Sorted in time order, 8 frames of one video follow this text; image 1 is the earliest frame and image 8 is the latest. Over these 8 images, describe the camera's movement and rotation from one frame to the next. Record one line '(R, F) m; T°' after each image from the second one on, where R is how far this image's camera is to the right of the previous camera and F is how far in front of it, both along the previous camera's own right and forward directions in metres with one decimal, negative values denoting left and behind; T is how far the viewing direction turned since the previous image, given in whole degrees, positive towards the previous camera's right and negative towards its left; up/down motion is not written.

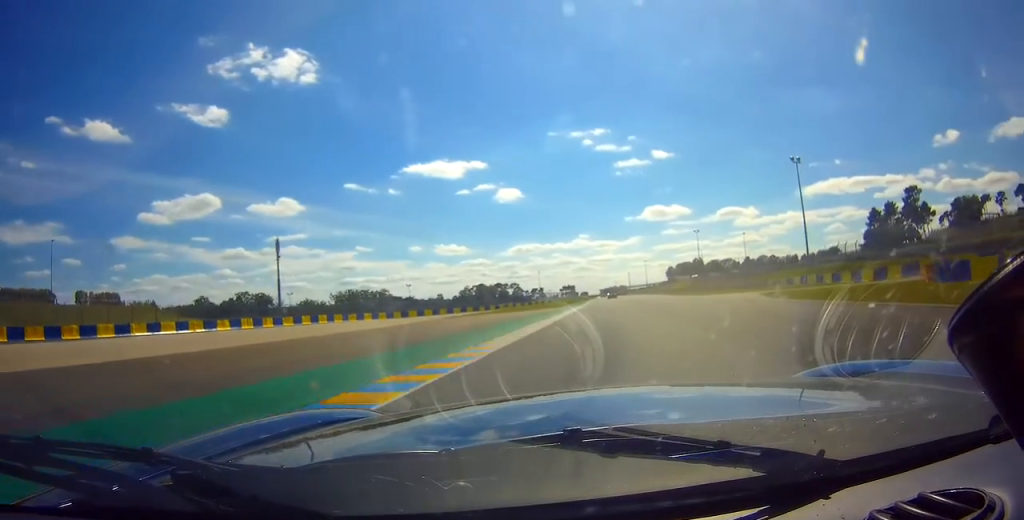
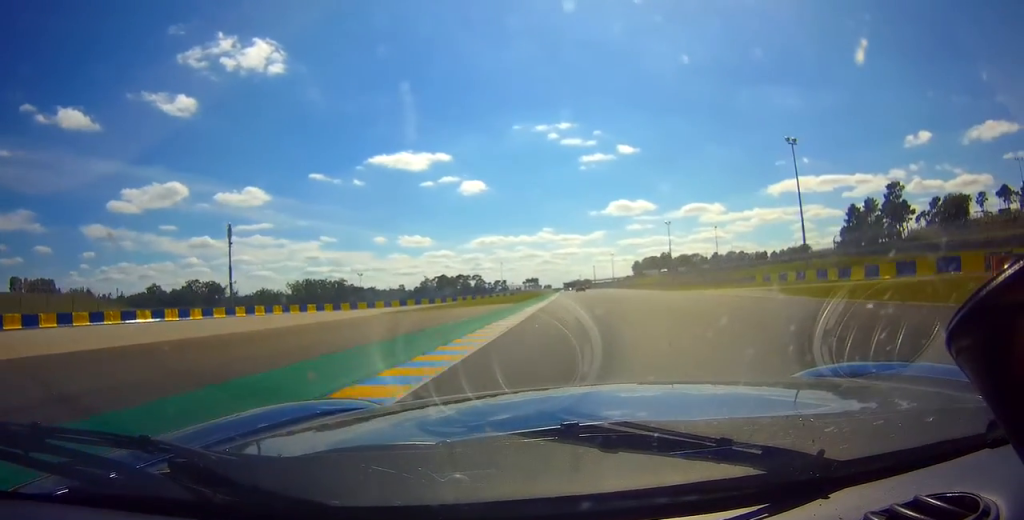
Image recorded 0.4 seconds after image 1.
(+0.2, +10.0) m; +2°
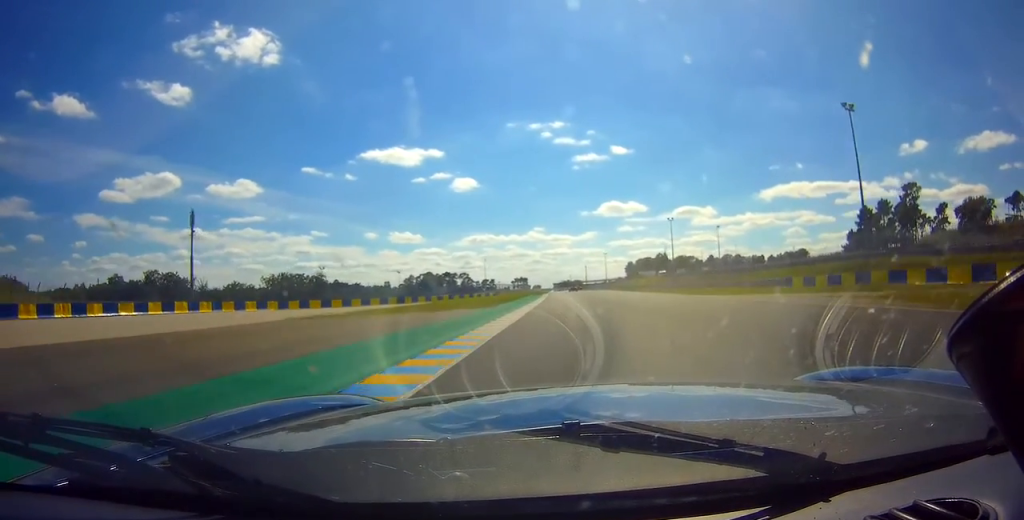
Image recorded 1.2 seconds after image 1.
(+0.4, +17.5) m; +2°
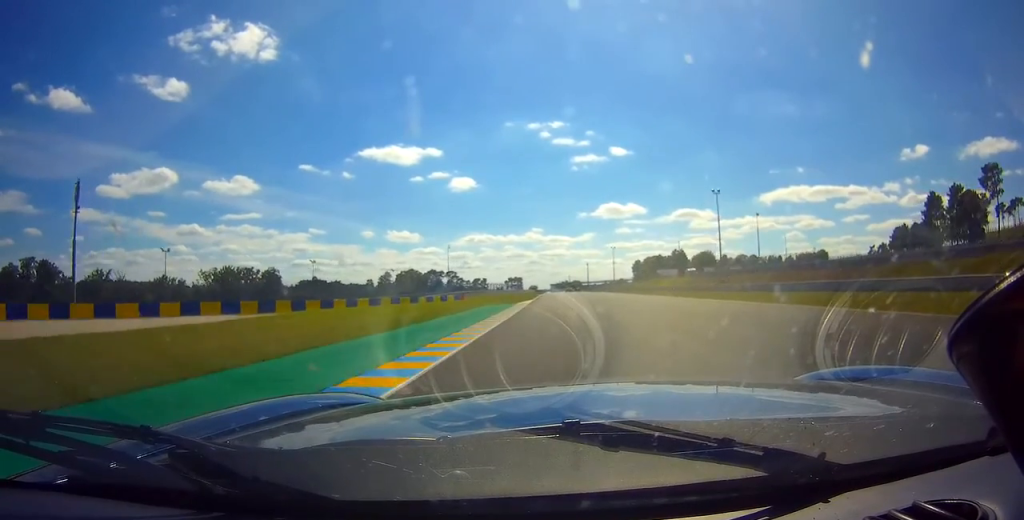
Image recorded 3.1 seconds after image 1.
(+0.2, +51.0) m; 0°
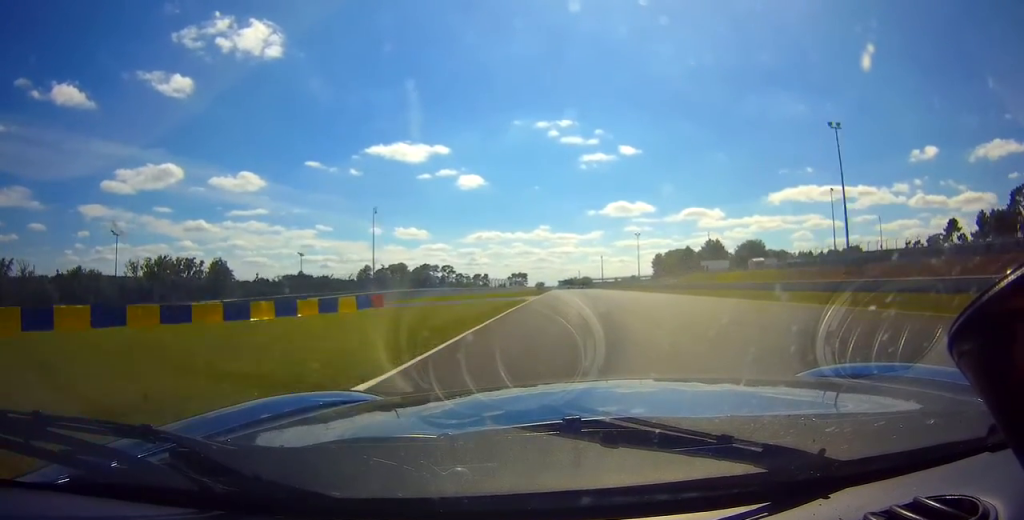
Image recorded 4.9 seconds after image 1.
(-0.1, +49.8) m; 0°
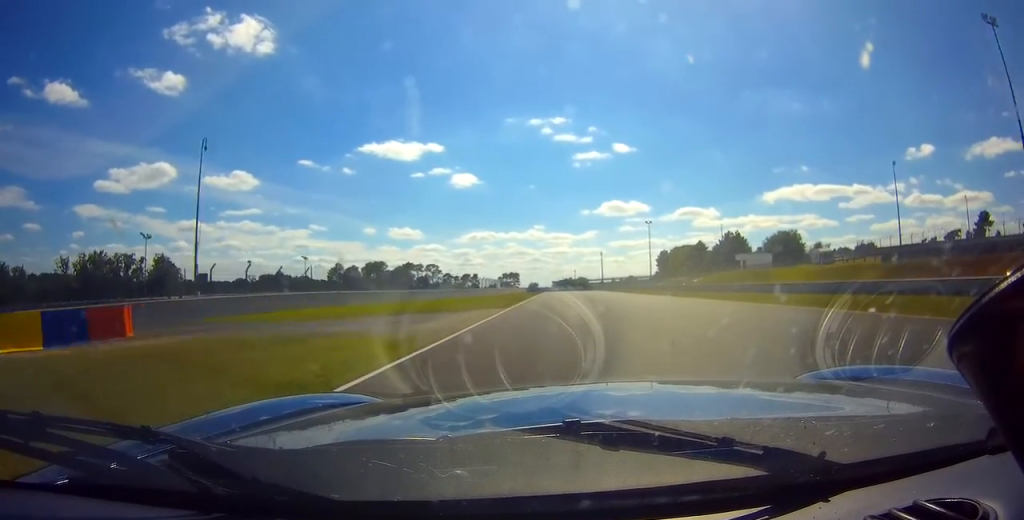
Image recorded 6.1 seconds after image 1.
(-0.2, +32.9) m; +1°
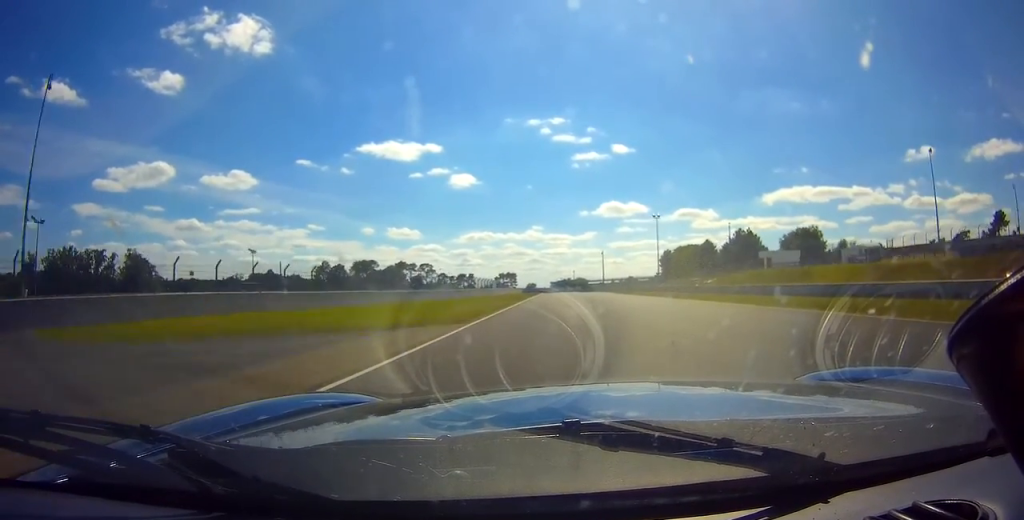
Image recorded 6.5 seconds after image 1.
(+0.2, +14.0) m; 0°
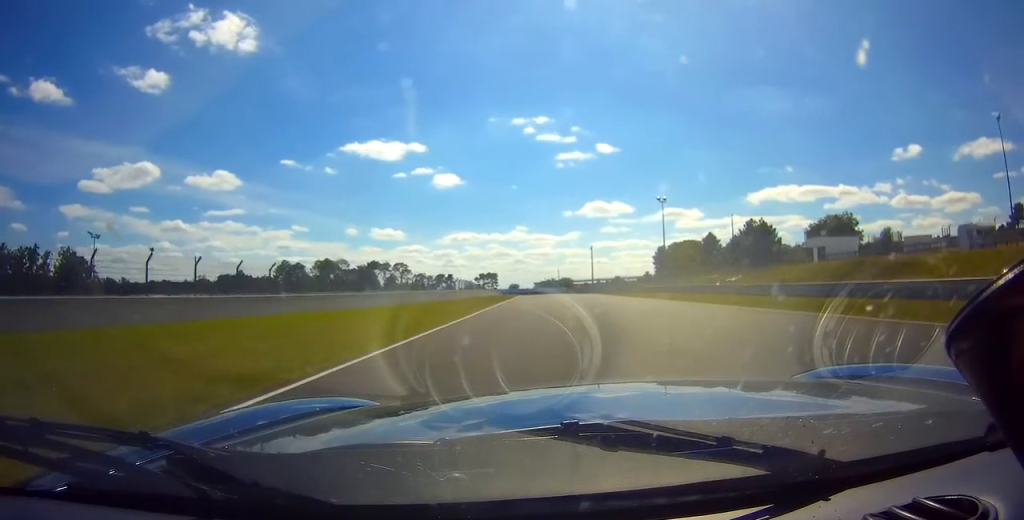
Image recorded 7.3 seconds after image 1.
(+0.4, +24.5) m; +1°
